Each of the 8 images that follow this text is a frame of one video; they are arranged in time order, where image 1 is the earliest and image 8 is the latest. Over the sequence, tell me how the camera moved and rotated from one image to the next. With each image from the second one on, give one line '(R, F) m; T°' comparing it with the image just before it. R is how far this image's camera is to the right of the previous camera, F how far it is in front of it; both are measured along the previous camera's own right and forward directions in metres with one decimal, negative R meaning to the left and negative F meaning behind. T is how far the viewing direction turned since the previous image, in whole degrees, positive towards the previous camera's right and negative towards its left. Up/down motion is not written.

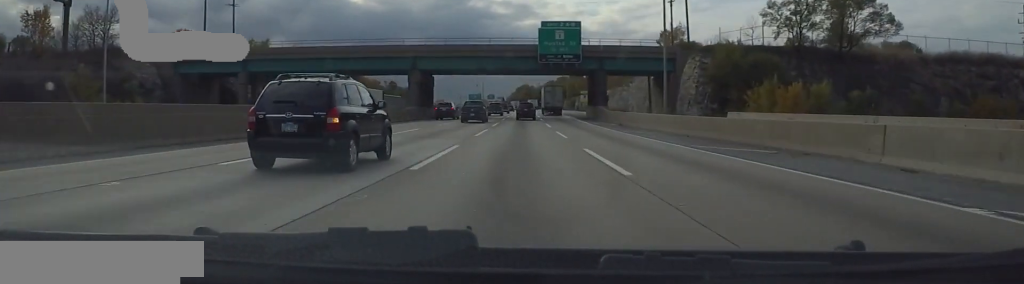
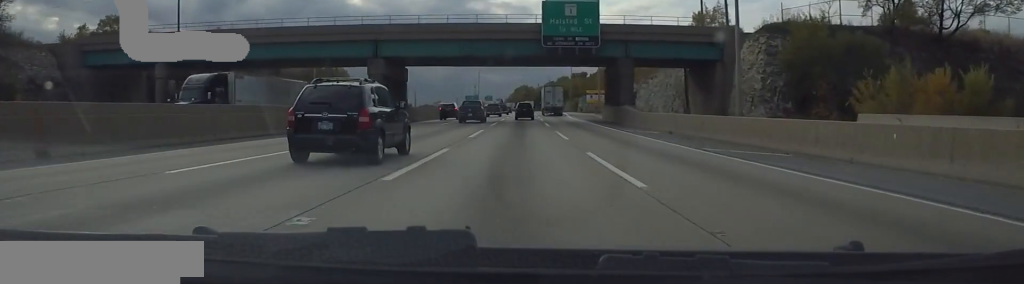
(0.0, +17.8) m; 0°
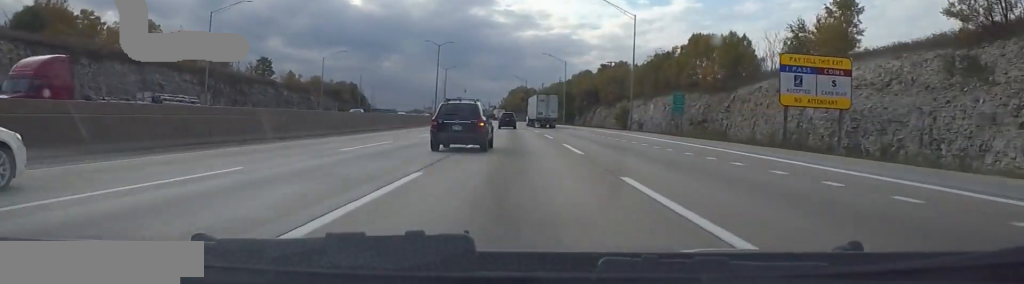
(0.0, +102.2) m; 0°
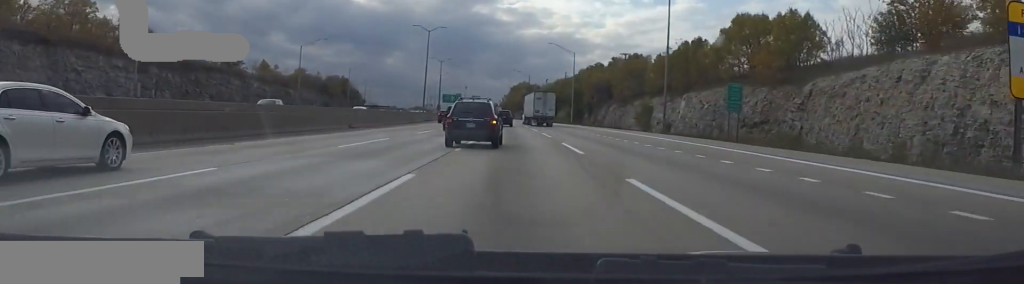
(0.0, +16.5) m; 0°
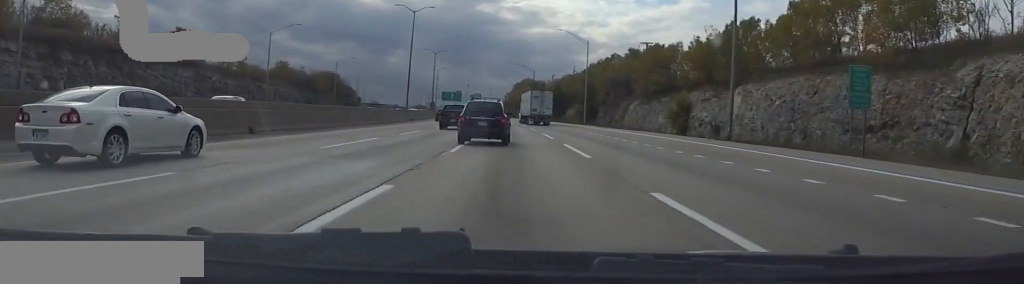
(0.0, +18.3) m; -1°
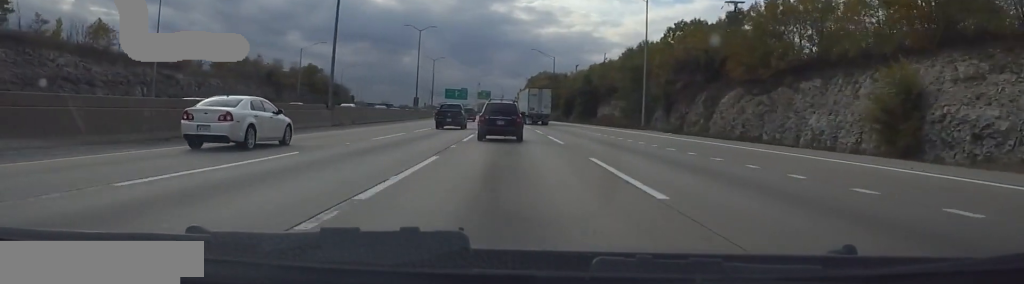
(-1.4, +39.3) m; -4°
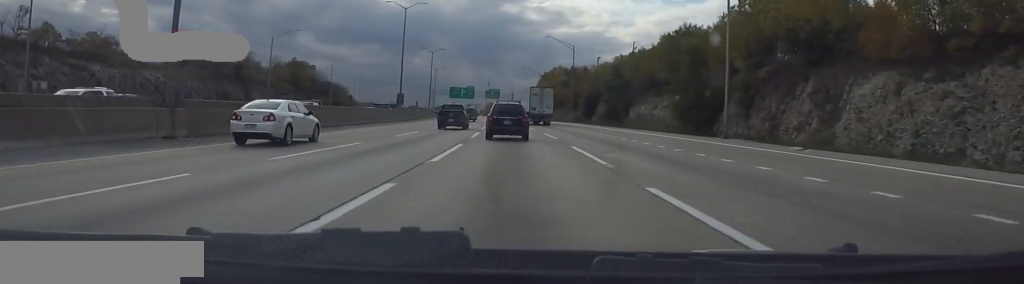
(-0.2, +22.1) m; -1°
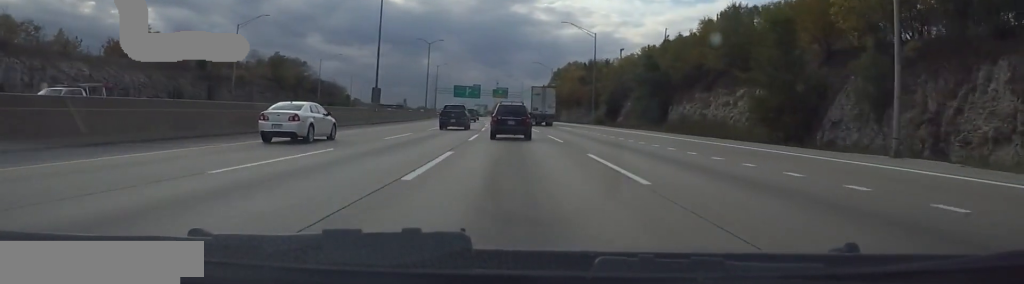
(0.0, +17.8) m; 0°
